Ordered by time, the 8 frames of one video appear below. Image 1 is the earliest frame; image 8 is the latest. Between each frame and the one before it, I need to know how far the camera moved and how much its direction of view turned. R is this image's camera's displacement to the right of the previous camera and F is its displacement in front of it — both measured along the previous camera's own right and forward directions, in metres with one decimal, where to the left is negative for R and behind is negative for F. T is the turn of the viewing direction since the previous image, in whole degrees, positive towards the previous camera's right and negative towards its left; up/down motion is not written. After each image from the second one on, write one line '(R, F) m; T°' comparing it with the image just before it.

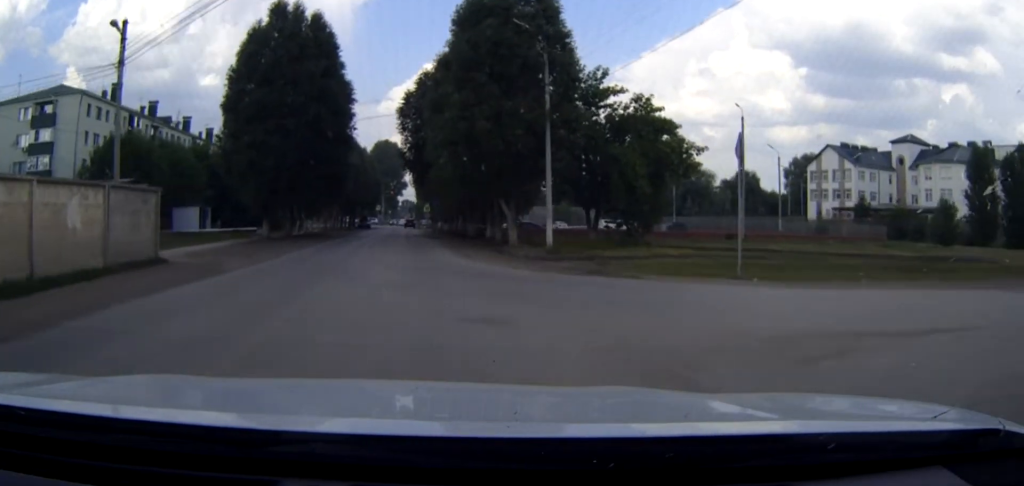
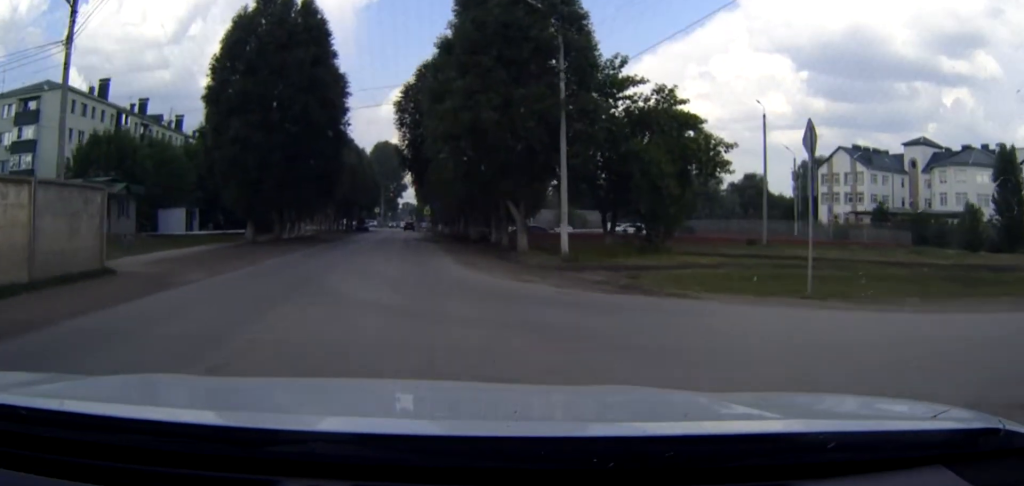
(0.0, +5.2) m; 0°
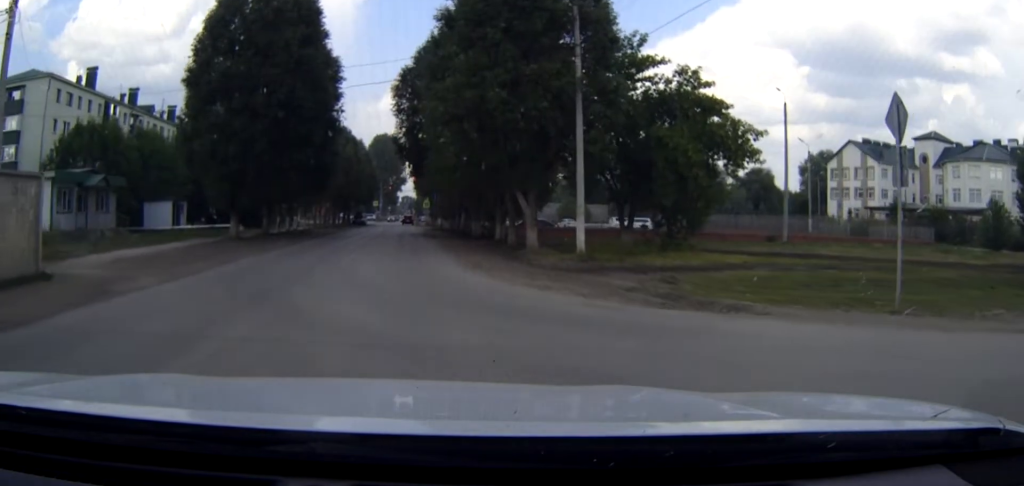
(0.0, +4.2) m; 0°
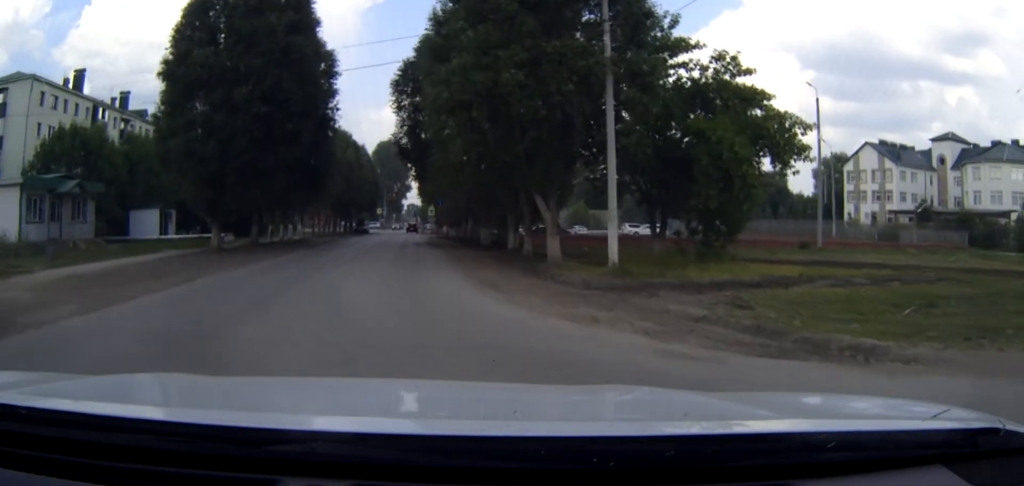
(0.0, +4.1) m; 0°
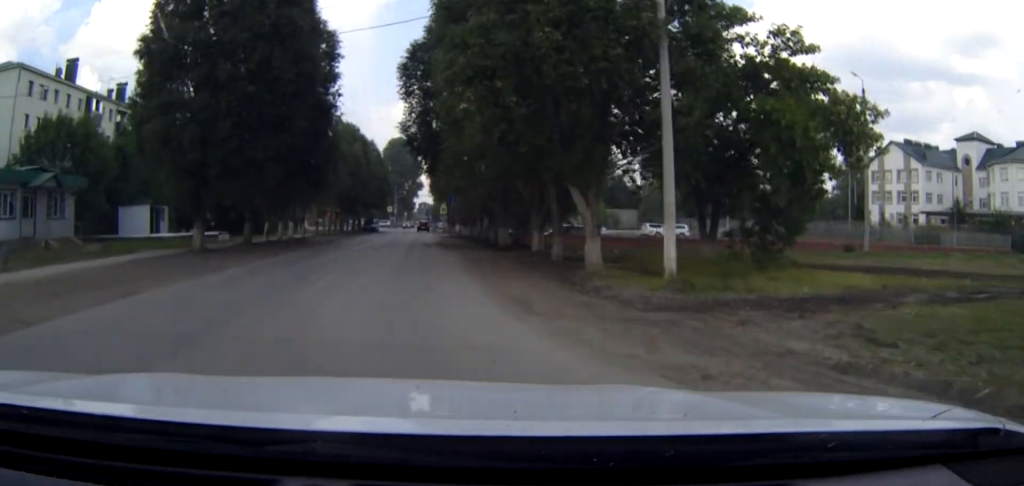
(0.0, +3.8) m; -1°
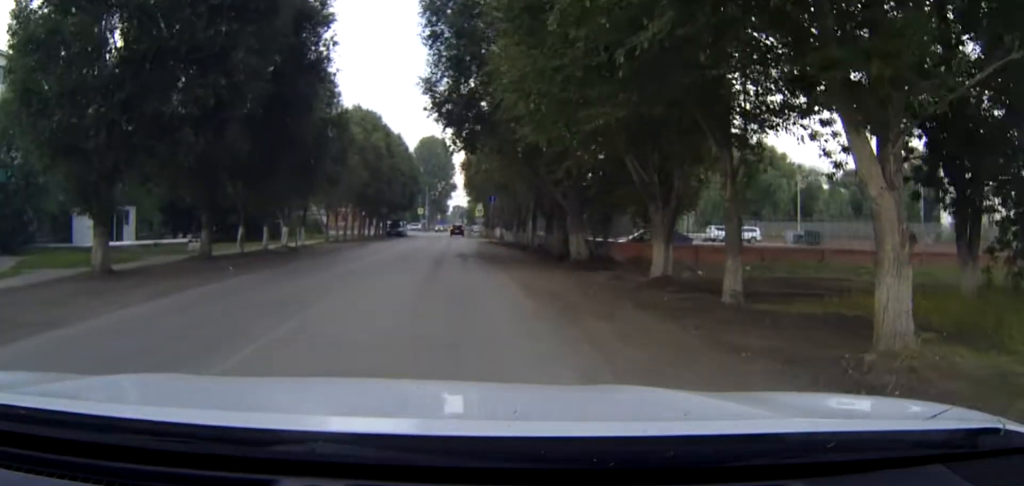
(-0.3, +10.7) m; -3°
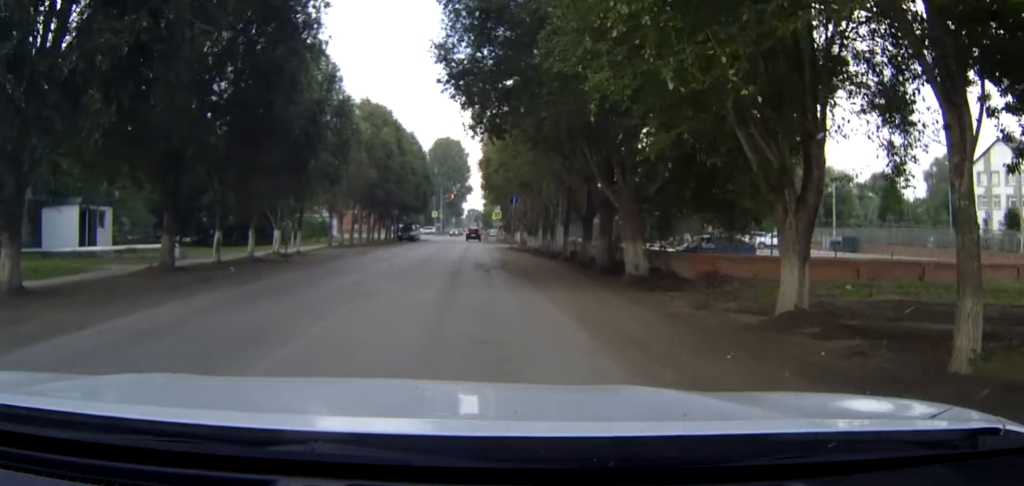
(0.0, +5.2) m; 0°
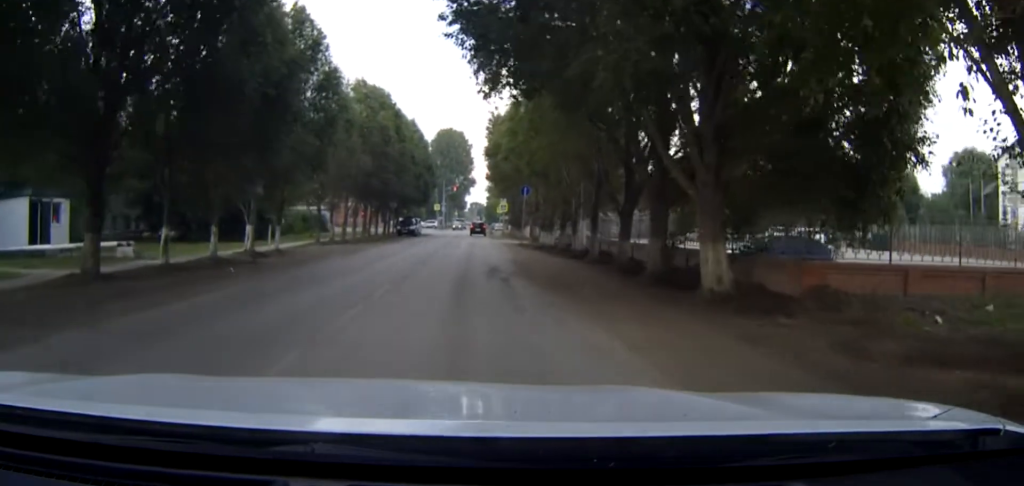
(0.0, +5.5) m; 0°
